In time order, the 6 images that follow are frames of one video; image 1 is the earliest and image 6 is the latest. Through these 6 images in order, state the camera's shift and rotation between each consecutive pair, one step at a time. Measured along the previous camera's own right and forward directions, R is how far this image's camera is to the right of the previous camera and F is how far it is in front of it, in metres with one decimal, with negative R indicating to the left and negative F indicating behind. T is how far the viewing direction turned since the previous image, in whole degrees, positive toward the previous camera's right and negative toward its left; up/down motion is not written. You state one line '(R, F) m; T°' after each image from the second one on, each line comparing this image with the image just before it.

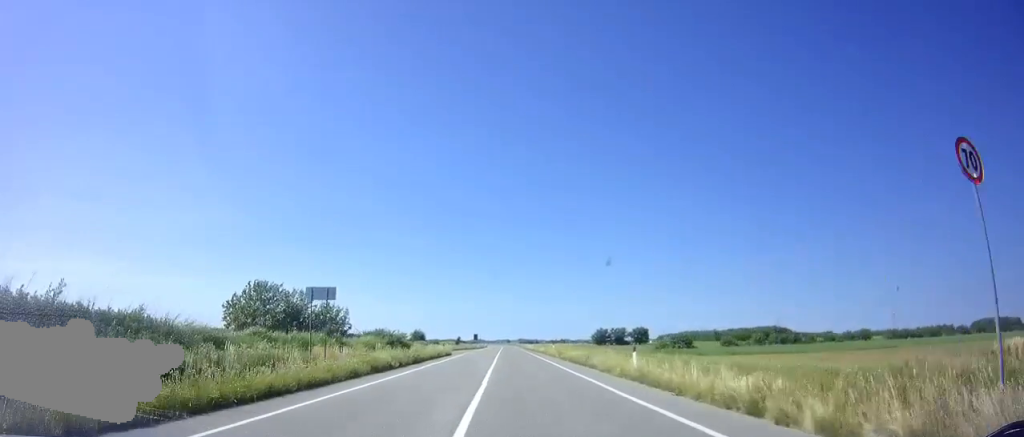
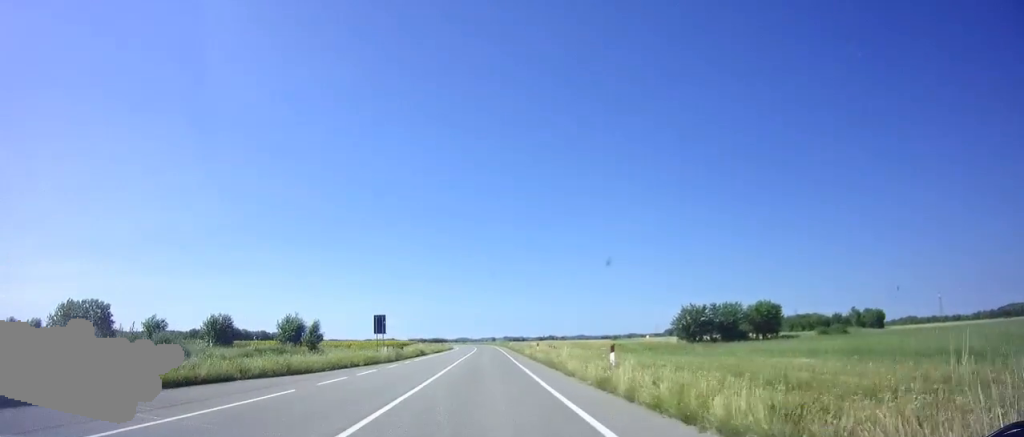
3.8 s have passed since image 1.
(+1.2, +82.4) m; 0°
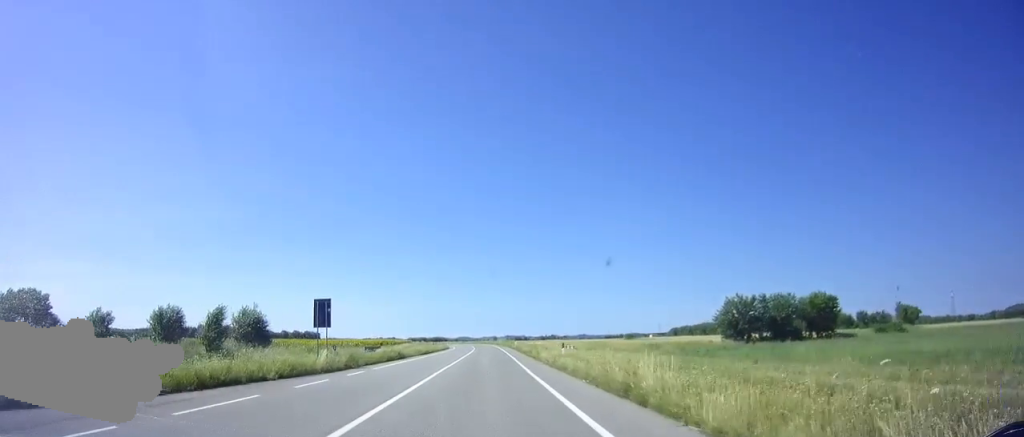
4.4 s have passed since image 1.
(0.0, +13.1) m; 0°
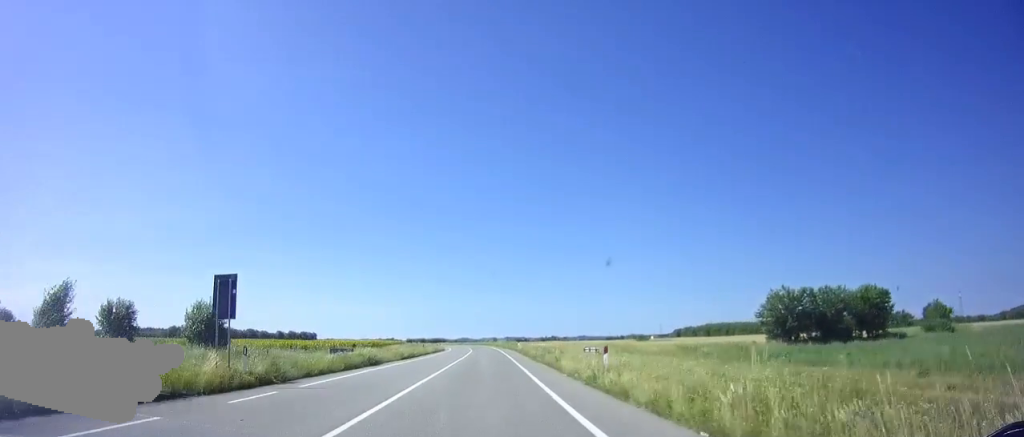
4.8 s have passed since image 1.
(0.0, +9.5) m; 0°
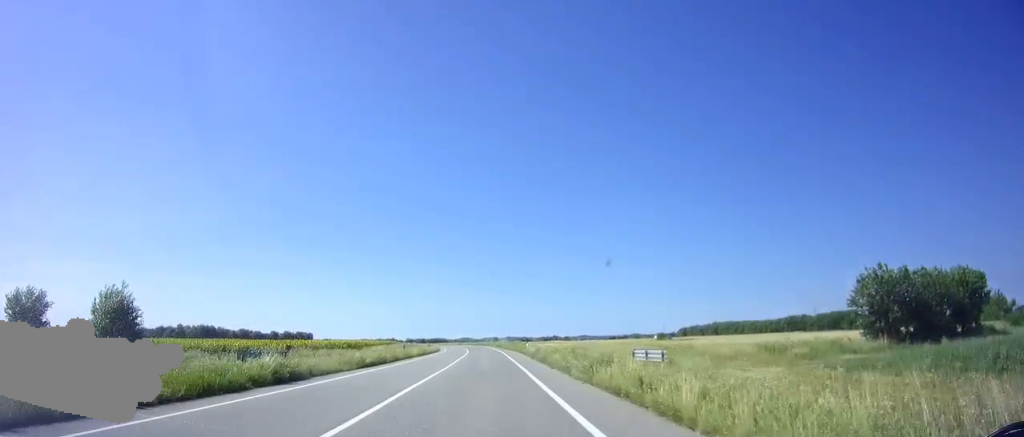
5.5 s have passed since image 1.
(0.0, +13.9) m; 0°
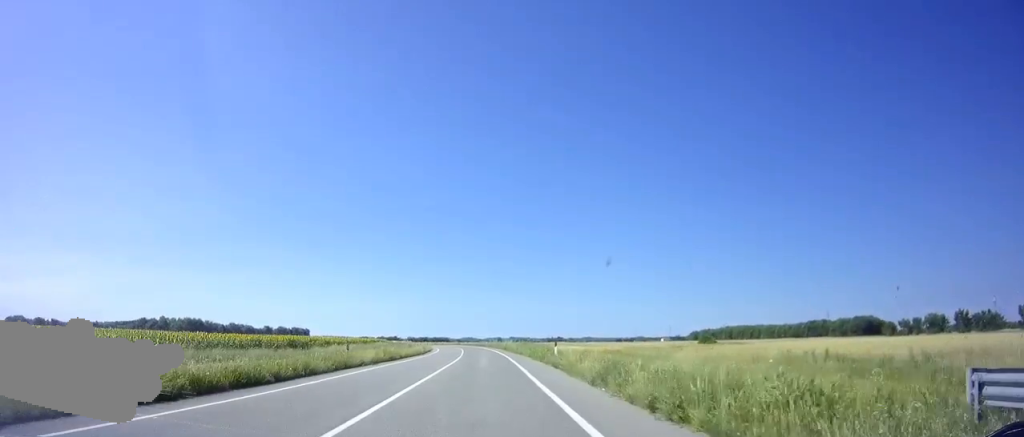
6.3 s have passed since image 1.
(-0.1, +19.1) m; -1°
